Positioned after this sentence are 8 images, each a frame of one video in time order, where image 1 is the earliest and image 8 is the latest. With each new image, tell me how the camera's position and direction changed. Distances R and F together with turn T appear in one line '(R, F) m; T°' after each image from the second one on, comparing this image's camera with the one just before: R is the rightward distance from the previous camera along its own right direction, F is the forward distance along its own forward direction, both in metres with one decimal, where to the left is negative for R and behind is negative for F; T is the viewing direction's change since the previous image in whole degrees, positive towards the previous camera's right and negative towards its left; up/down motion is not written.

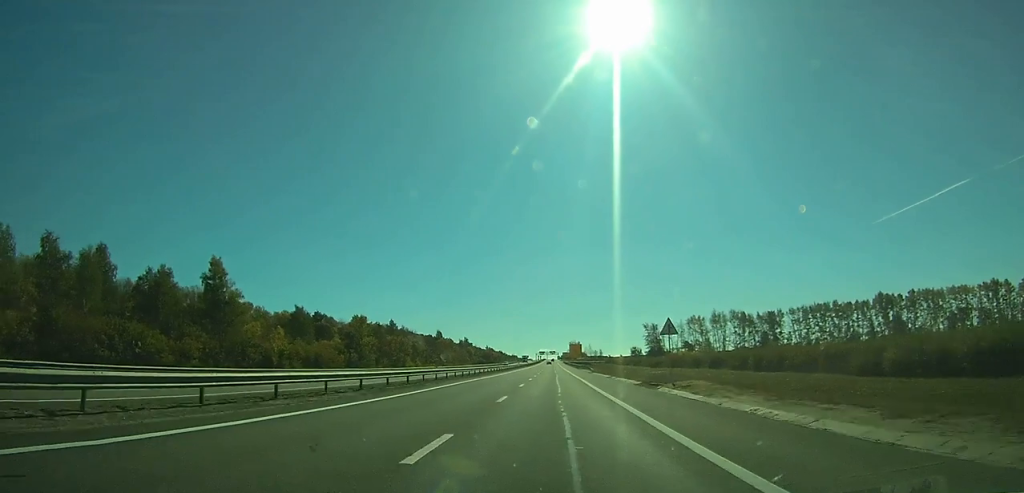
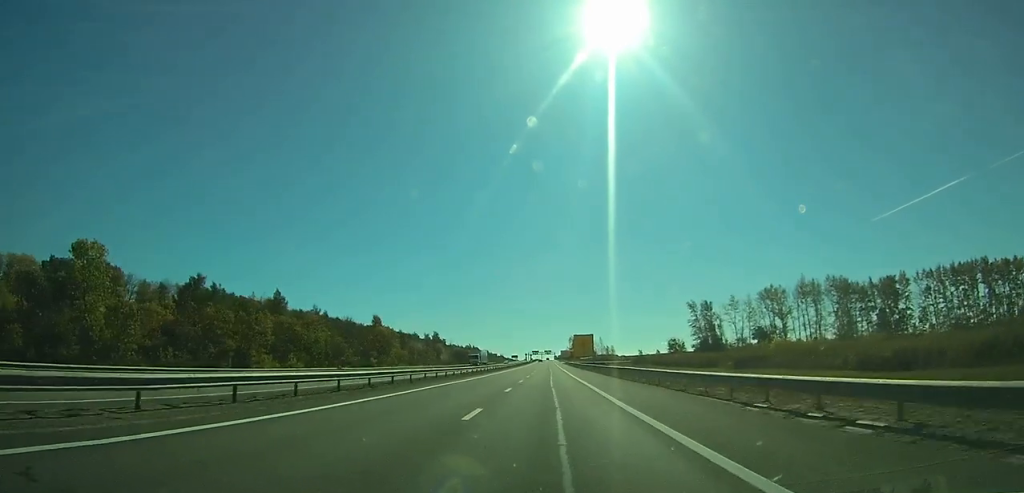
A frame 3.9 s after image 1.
(0.0, +113.4) m; 0°
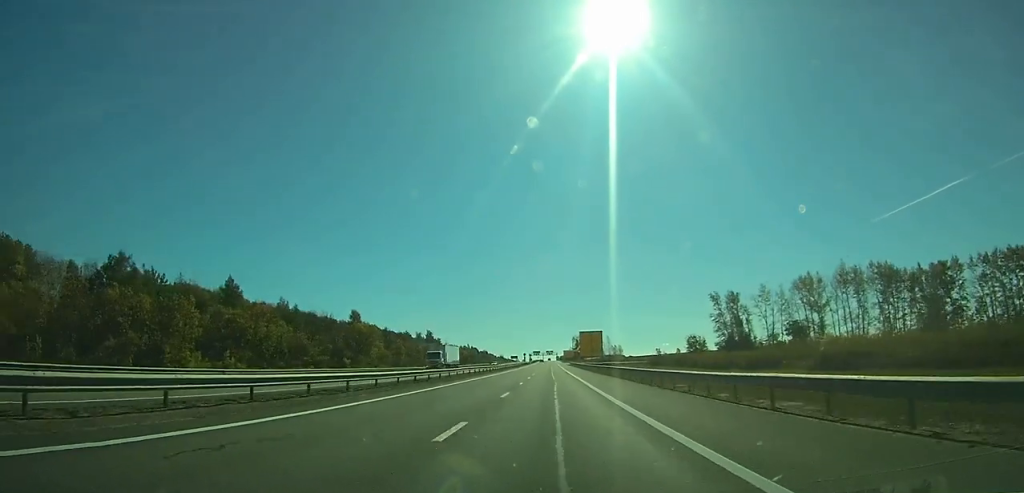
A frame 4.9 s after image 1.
(0.0, +26.8) m; 0°
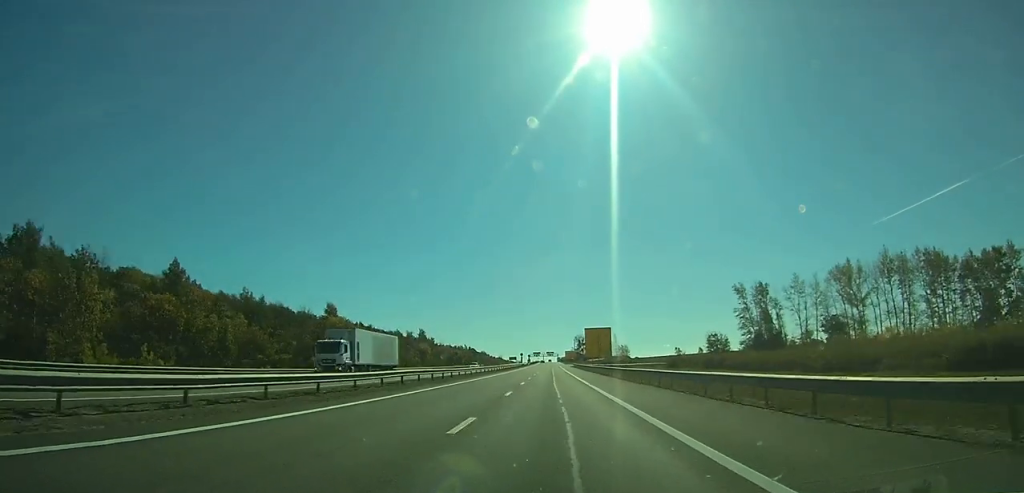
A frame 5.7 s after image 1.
(0.0, +22.9) m; 0°
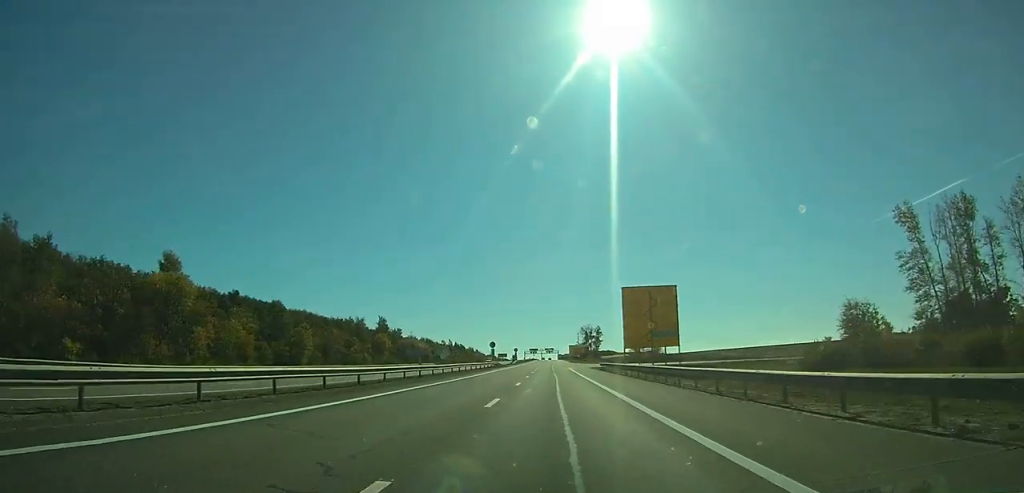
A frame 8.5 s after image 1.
(+0.1, +79.1) m; 0°
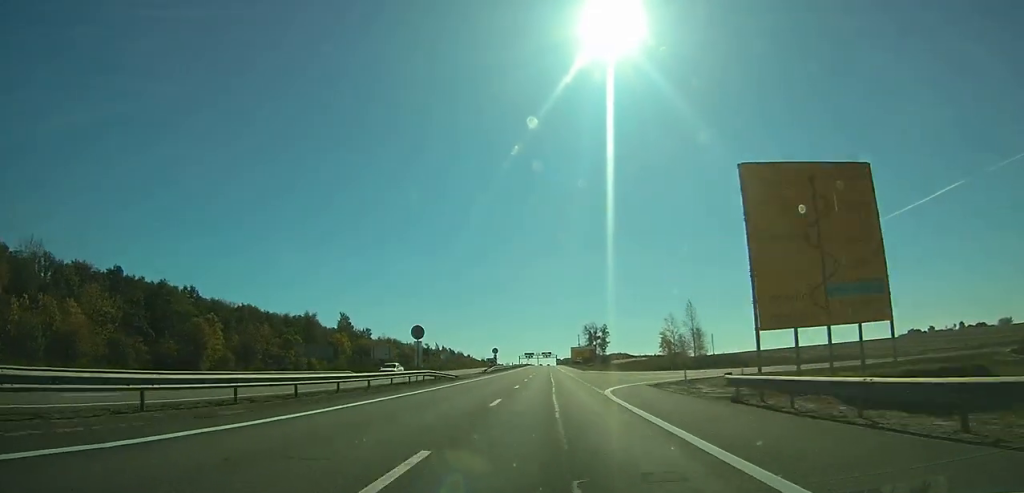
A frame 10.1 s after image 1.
(+0.1, +46.3) m; 0°
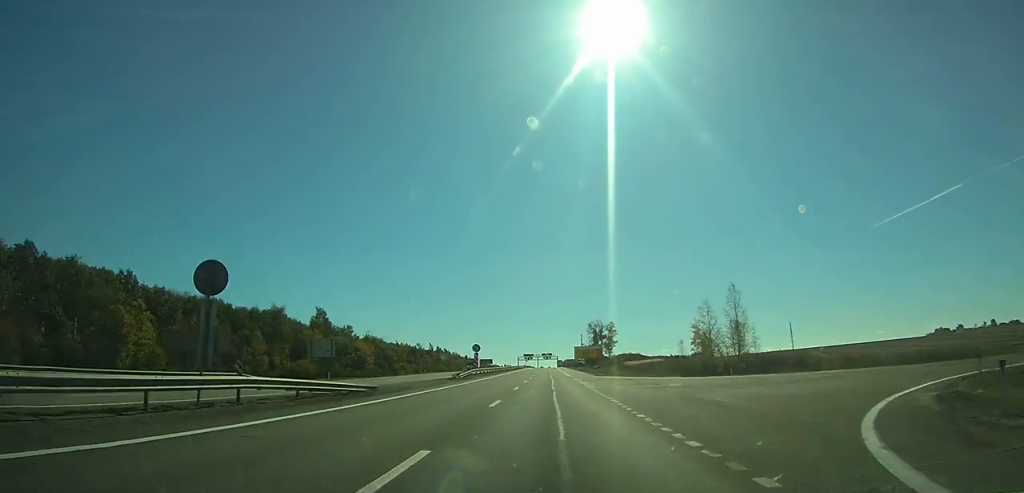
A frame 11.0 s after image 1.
(0.0, +23.8) m; 0°
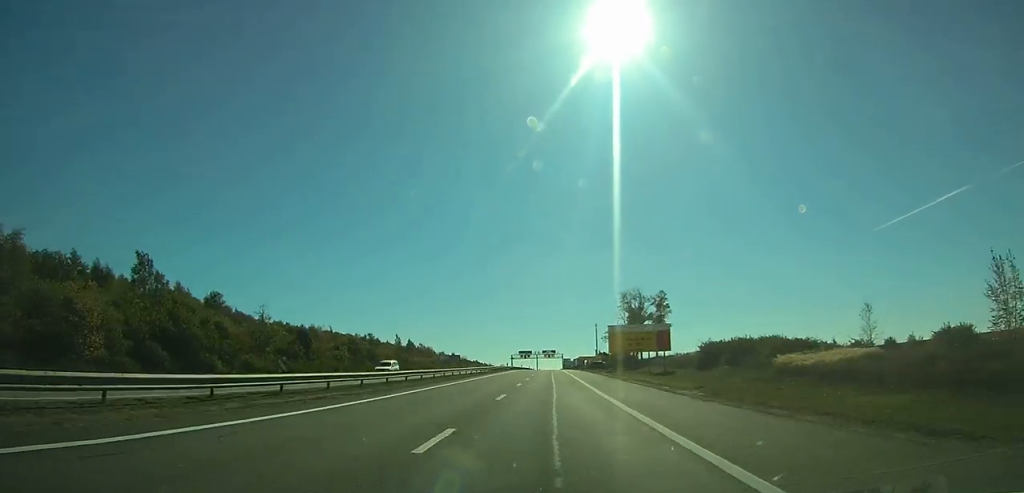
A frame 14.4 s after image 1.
(0.0, +92.8) m; 0°
